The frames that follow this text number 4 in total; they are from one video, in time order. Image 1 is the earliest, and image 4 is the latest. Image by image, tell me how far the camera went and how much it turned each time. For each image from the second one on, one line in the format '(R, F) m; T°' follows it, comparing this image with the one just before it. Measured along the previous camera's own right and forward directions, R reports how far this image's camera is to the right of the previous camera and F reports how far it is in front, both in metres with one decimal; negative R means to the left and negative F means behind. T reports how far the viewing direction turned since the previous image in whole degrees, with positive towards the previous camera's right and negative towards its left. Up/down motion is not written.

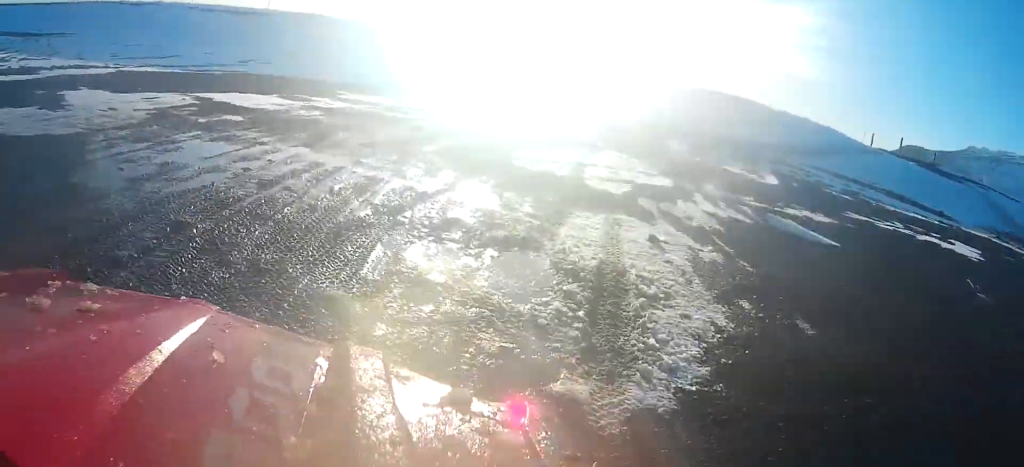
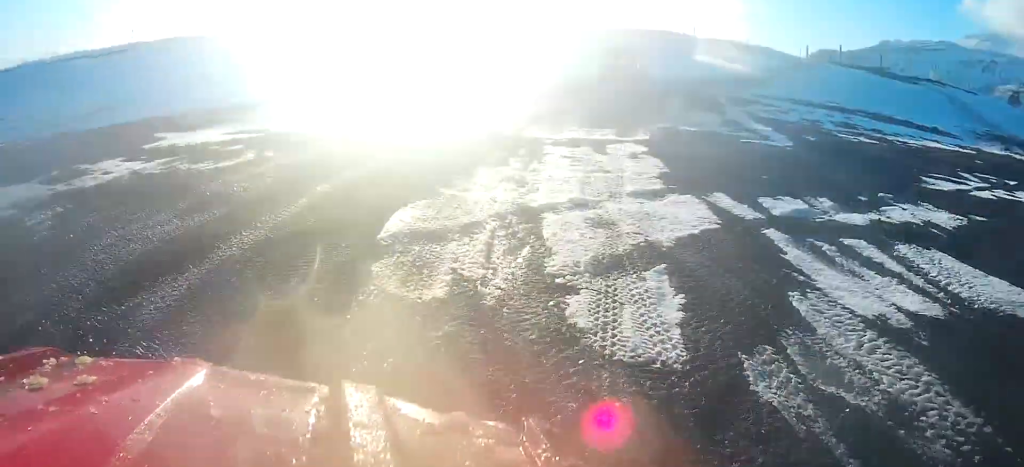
(-0.1, +5.6) m; +7°
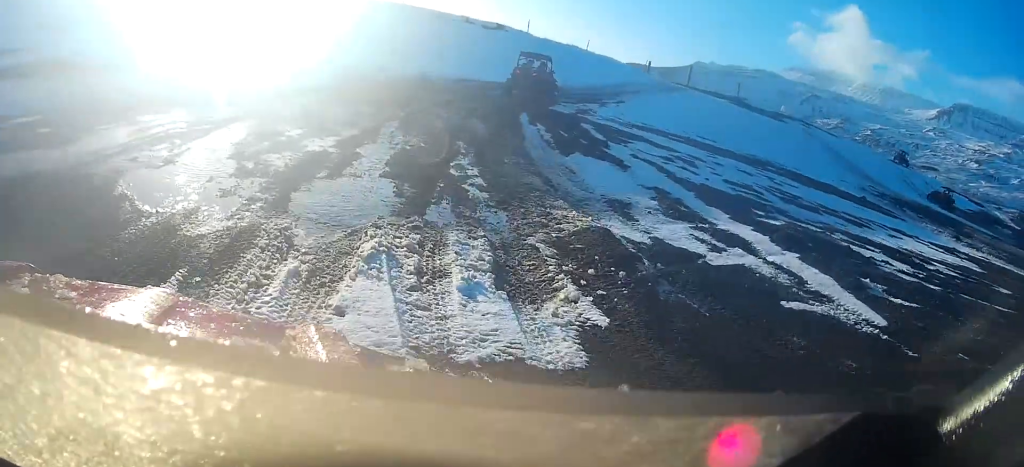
(+1.3, +8.0) m; +16°
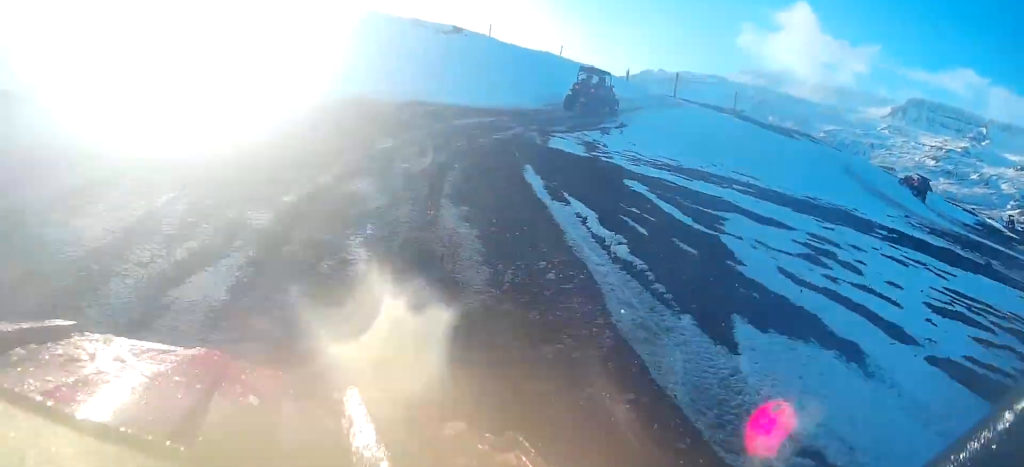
(+0.3, +7.4) m; +5°
